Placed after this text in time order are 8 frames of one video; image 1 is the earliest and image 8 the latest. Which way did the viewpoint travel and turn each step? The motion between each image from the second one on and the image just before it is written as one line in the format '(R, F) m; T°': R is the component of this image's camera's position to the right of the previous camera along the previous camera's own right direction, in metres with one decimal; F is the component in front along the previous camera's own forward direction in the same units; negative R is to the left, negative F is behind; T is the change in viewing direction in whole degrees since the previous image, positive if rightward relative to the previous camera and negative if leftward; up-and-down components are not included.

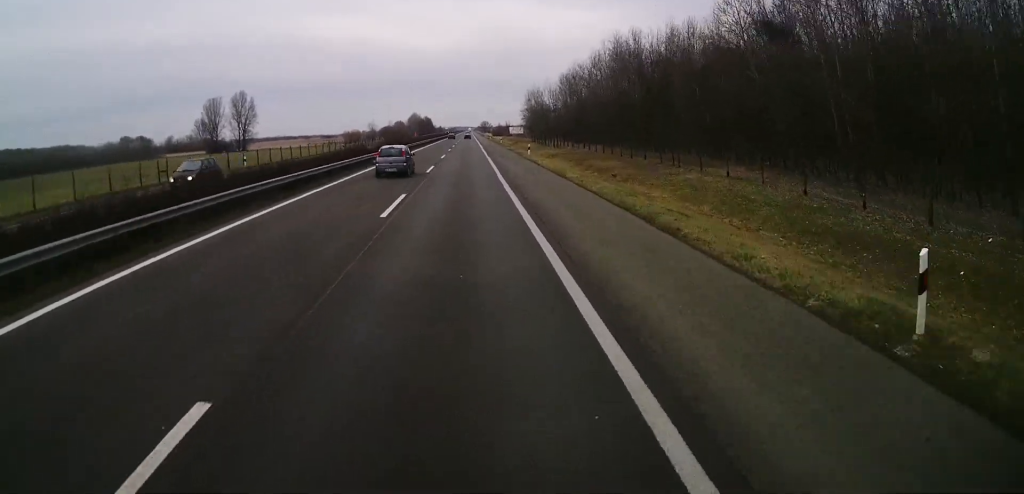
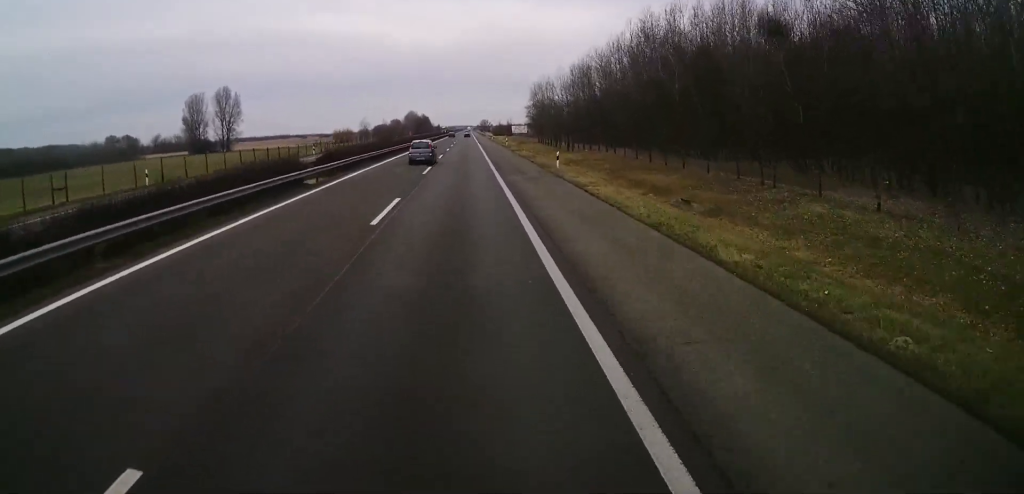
(-0.1, +19.1) m; -1°
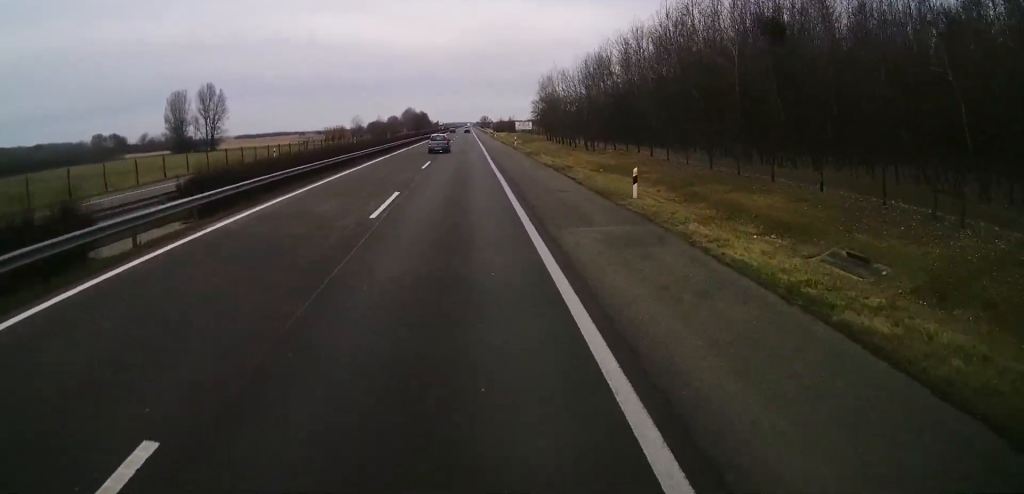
(-0.2, +17.5) m; 0°
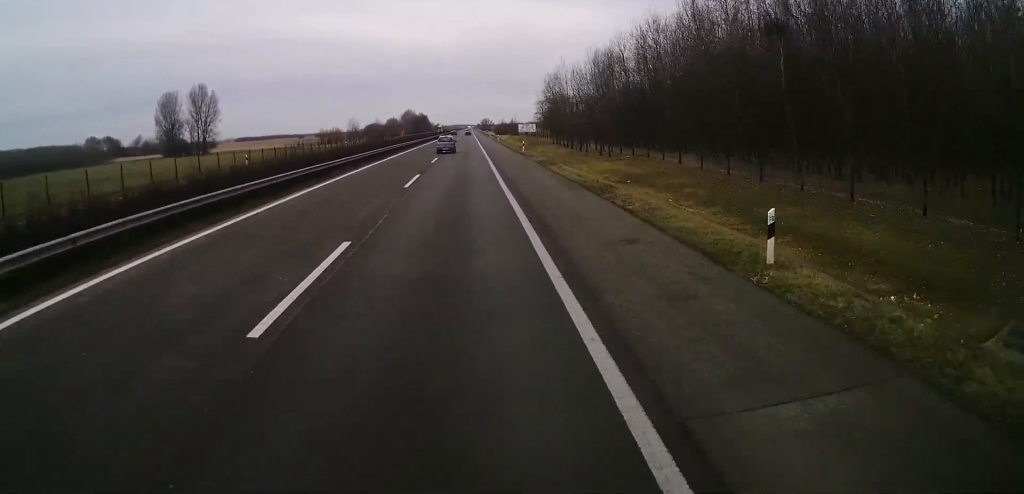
(-0.2, +9.1) m; 0°
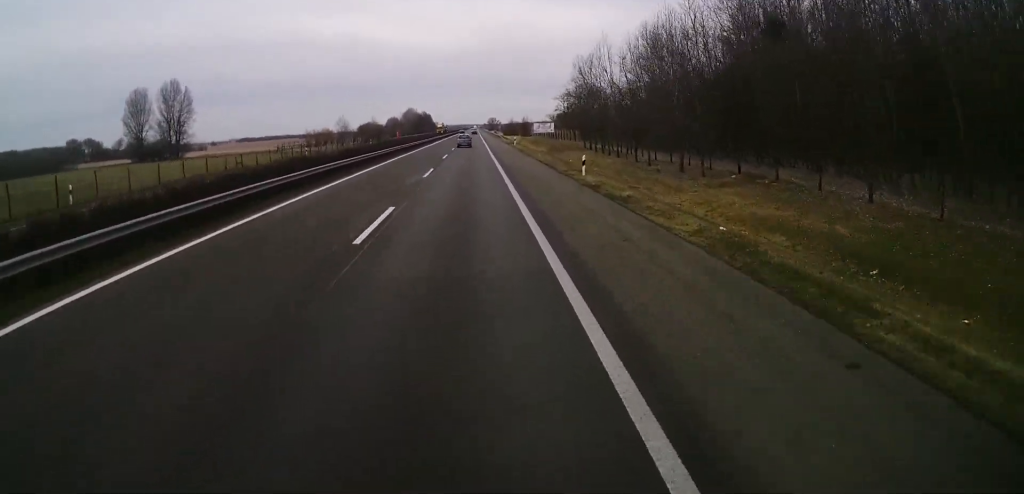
(+0.7, +29.8) m; +2°
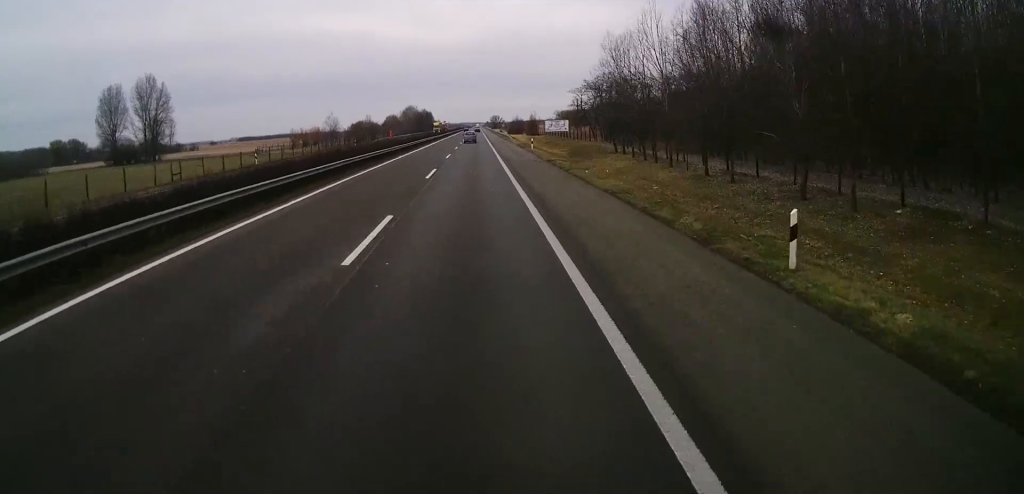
(+0.3, +20.0) m; -1°
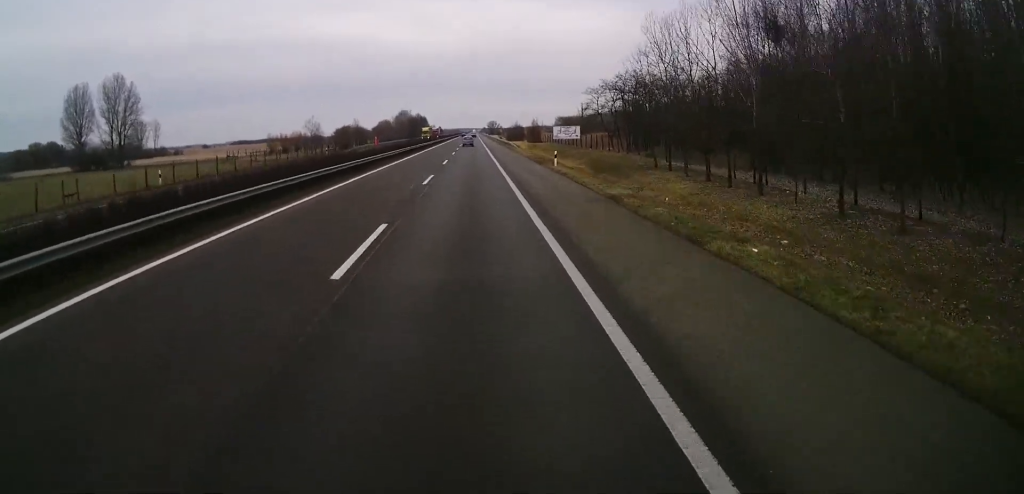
(-0.7, +19.1) m; -1°
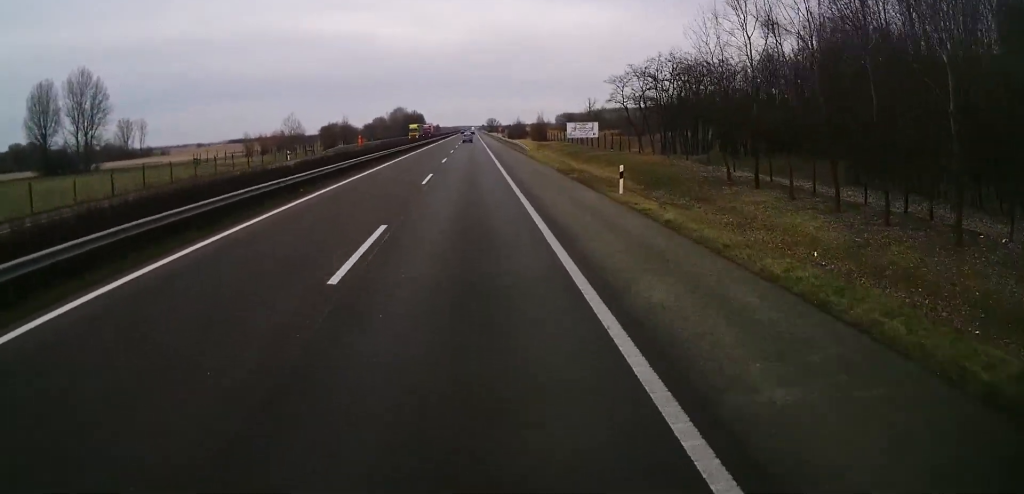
(0.0, +18.4) m; +1°
